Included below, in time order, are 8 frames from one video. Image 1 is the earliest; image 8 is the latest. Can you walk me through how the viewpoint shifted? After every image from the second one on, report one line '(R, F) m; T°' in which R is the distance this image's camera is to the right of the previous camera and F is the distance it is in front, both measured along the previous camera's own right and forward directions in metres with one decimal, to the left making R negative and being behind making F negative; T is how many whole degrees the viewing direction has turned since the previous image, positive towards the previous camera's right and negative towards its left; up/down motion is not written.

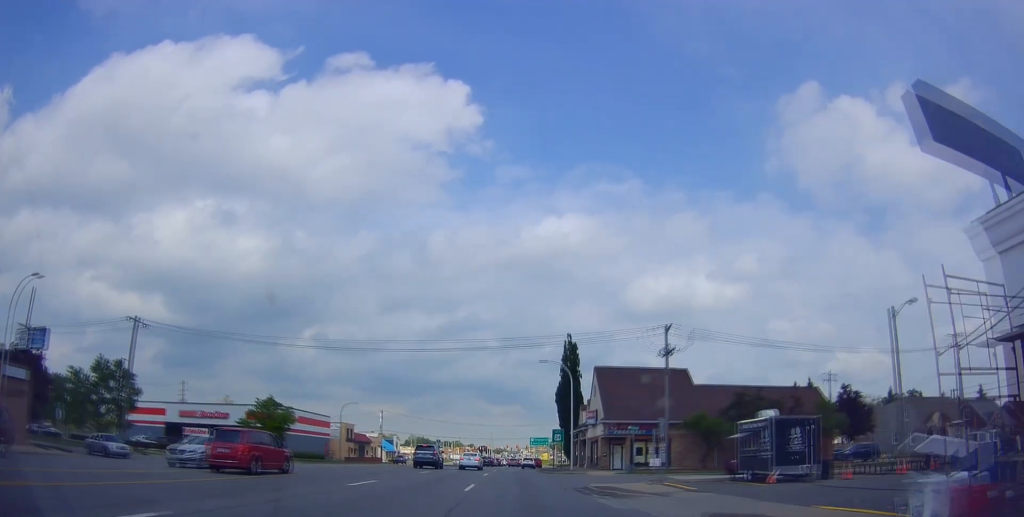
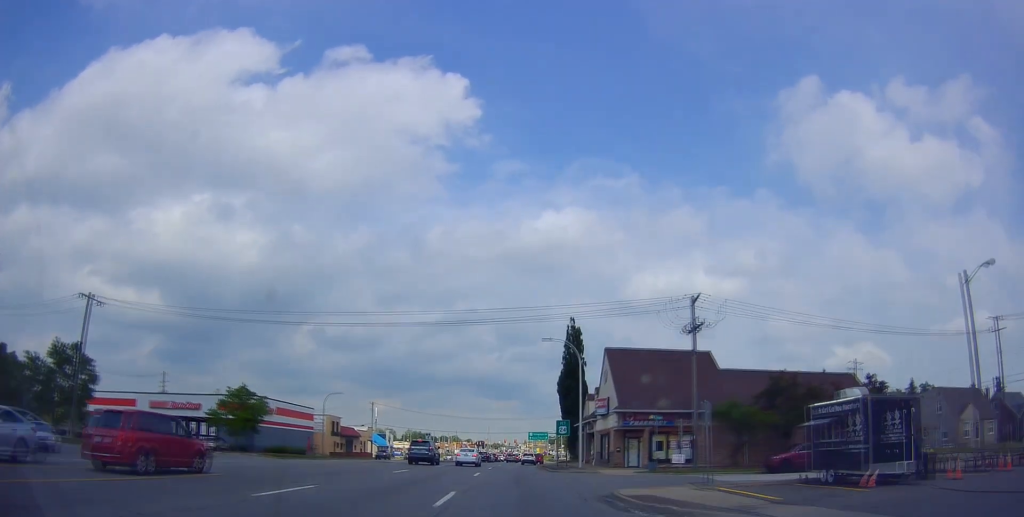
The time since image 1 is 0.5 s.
(0.0, +6.9) m; 0°
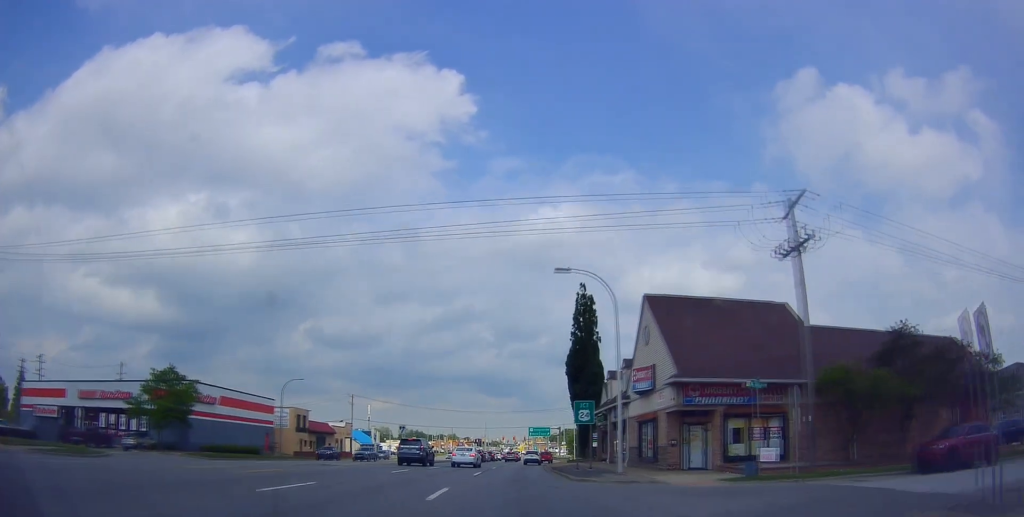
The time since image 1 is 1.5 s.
(0.0, +14.0) m; 0°
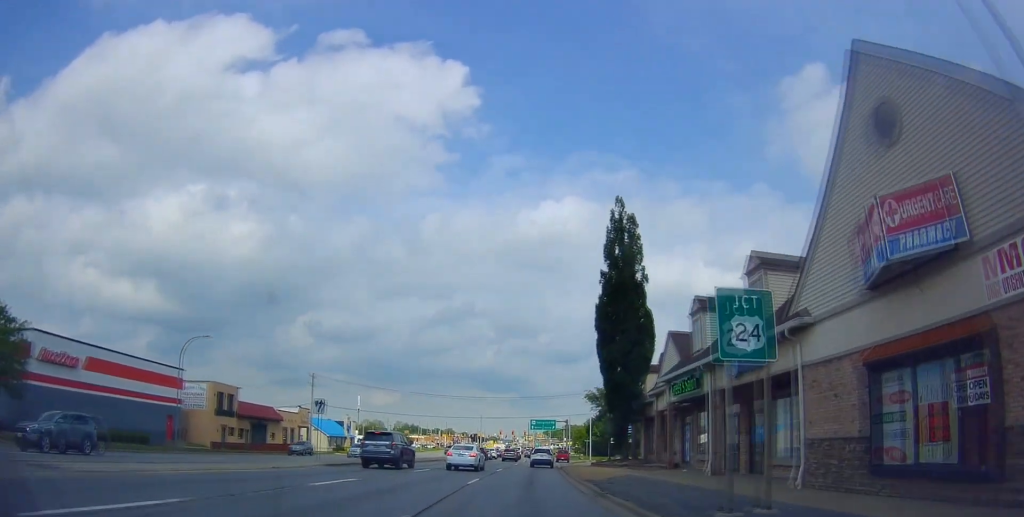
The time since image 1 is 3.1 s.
(+0.4, +20.3) m; +1°
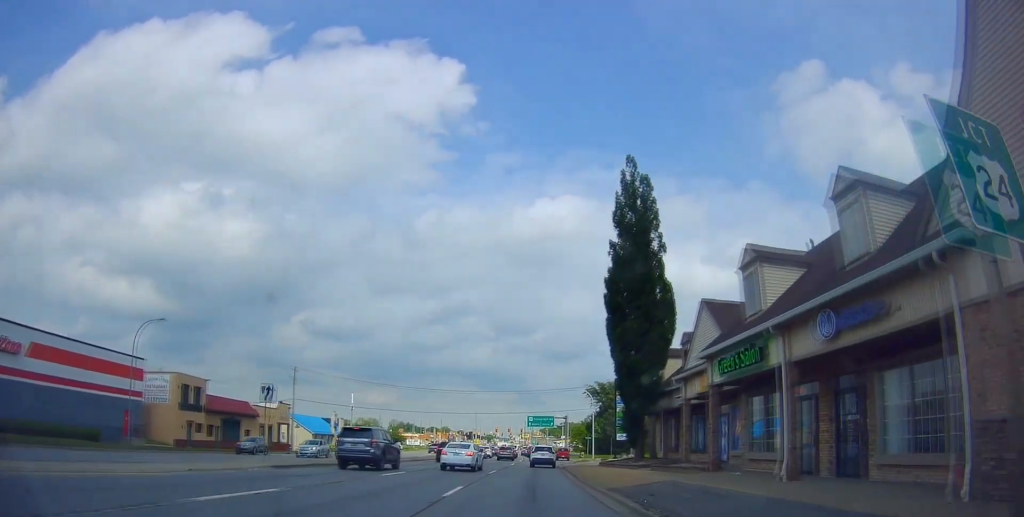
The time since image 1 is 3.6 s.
(-0.1, +5.6) m; +1°
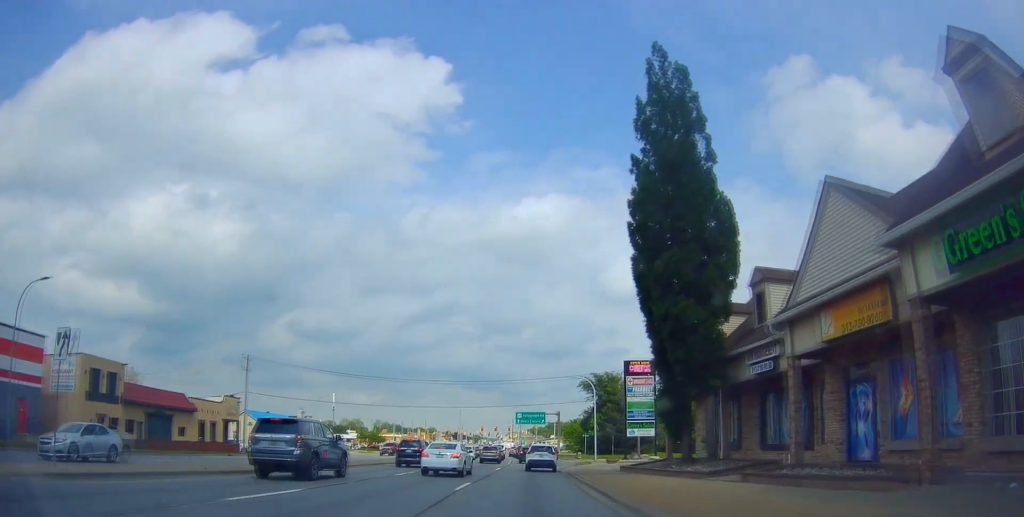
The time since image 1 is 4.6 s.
(-0.1, +11.0) m; +2°
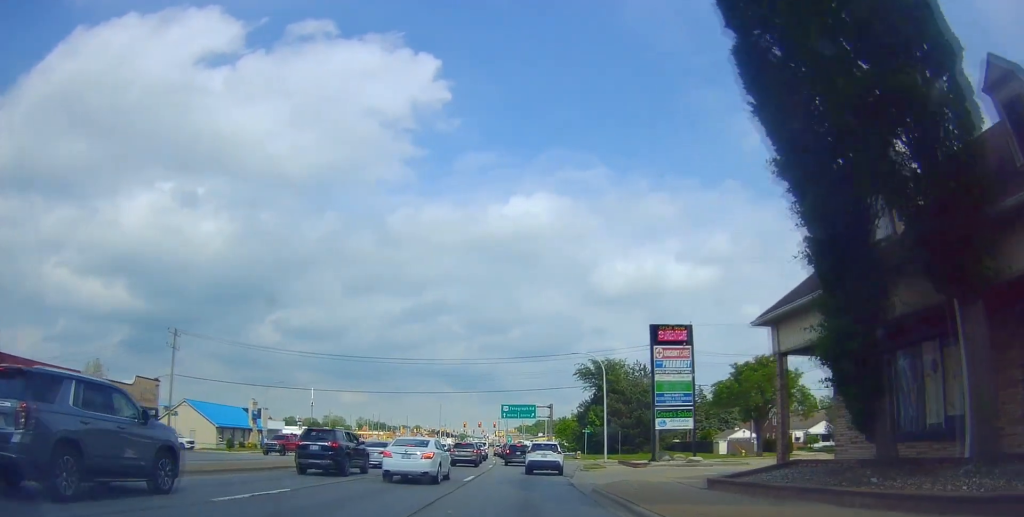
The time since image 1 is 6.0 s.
(+0.2, +13.9) m; -4°
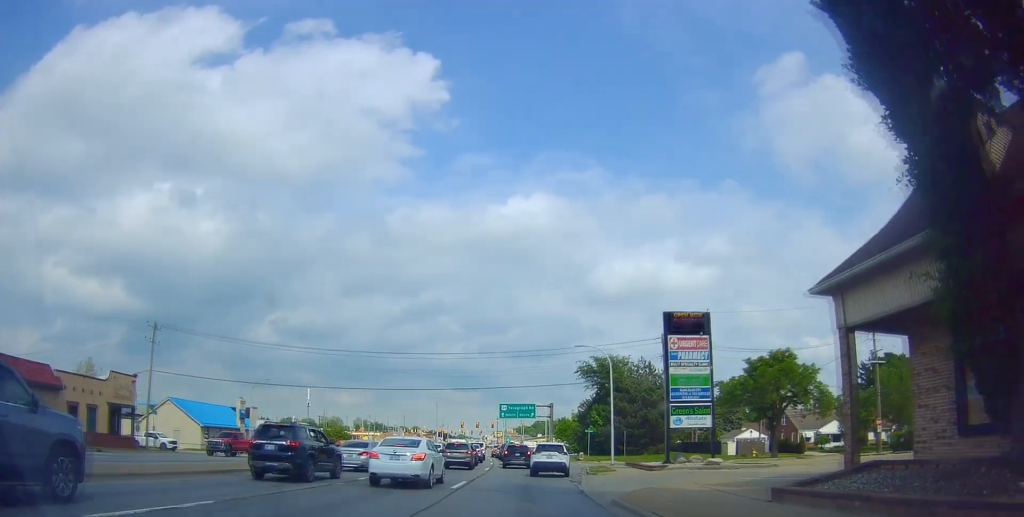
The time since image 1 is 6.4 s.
(-0.1, +3.8) m; -2°
